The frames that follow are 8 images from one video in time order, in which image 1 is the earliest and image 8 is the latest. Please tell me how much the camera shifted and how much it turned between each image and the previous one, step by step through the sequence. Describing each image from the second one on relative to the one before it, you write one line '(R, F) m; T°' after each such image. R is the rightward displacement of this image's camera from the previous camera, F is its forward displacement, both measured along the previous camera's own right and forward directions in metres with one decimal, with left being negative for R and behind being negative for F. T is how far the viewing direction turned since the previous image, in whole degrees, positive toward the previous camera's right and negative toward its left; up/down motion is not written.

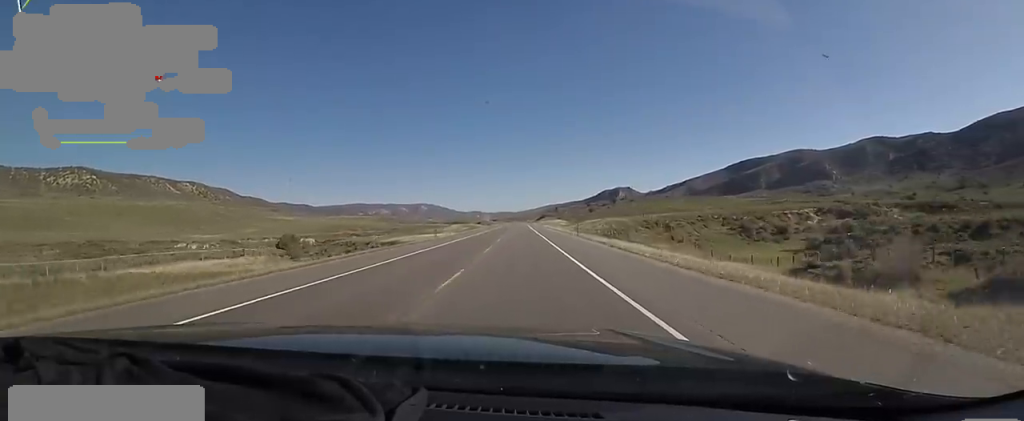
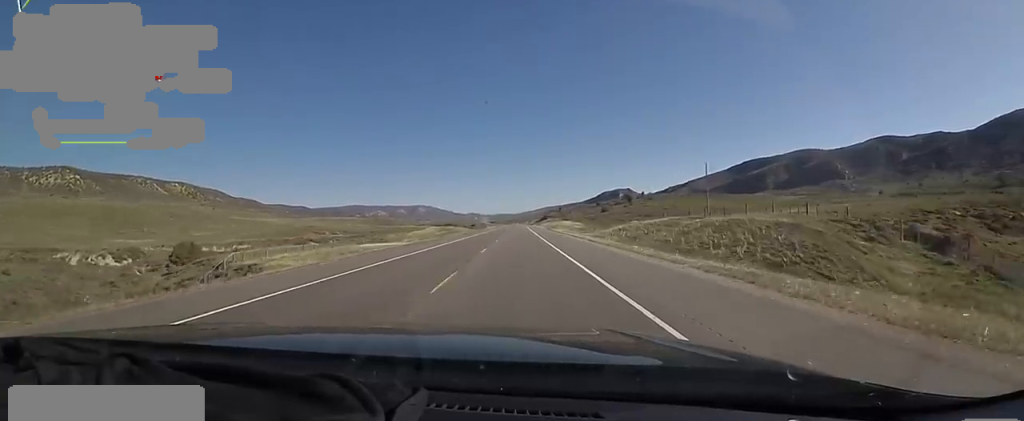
(+1.1, +49.3) m; +2°
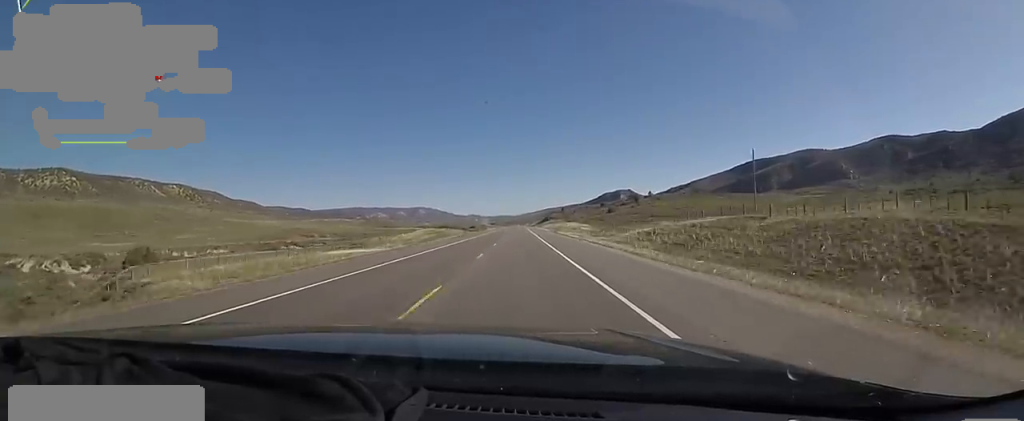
(+0.5, +14.6) m; 0°
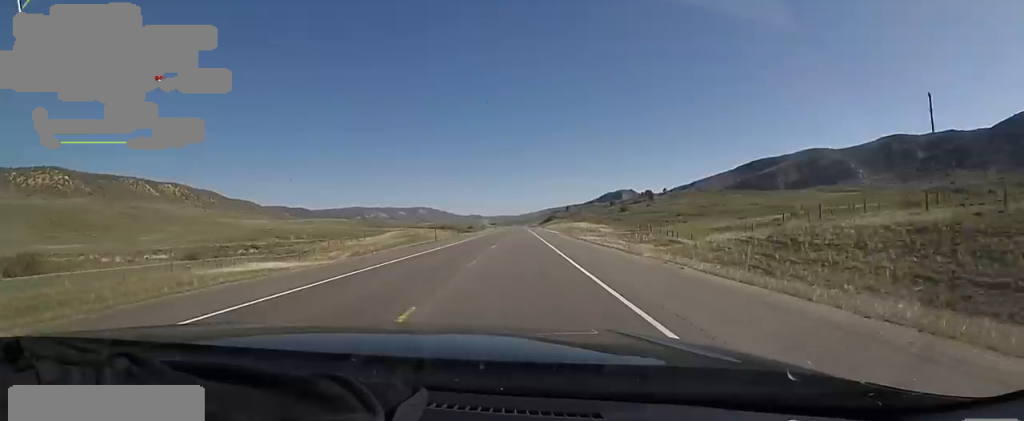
(-1.0, +26.9) m; 0°
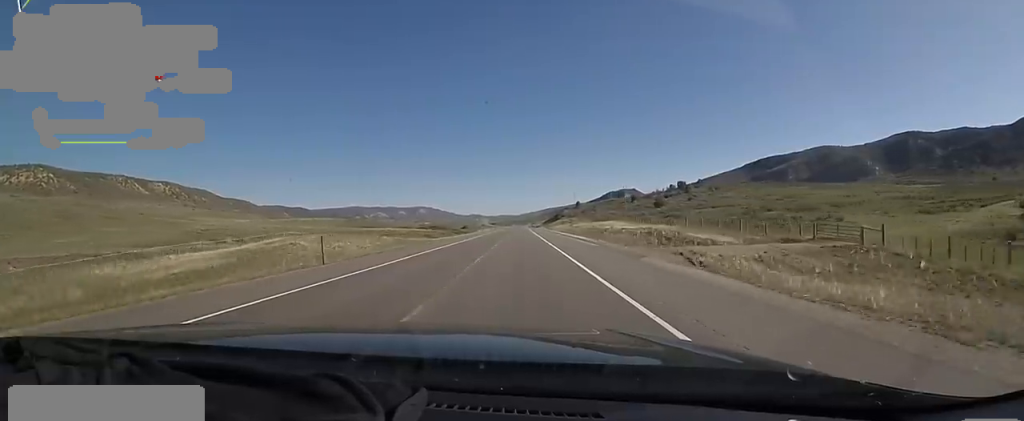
(+0.5, +48.3) m; -1°
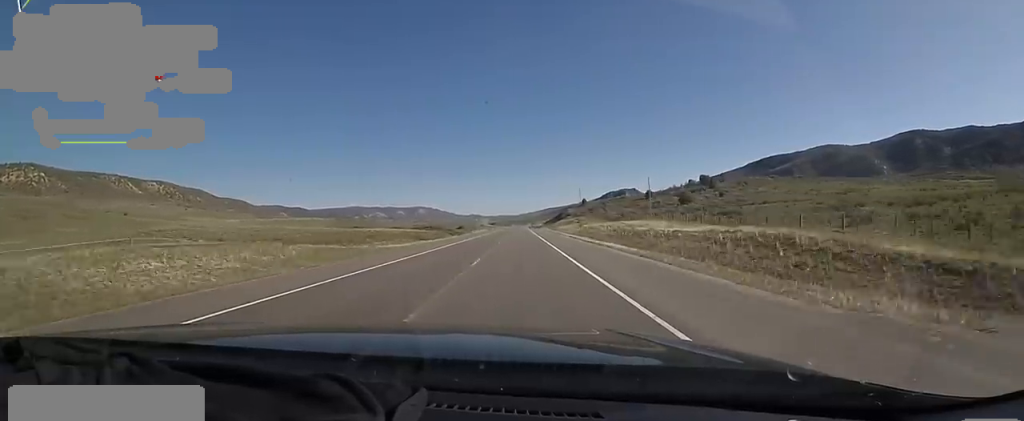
(-0.5, +24.6) m; -1°
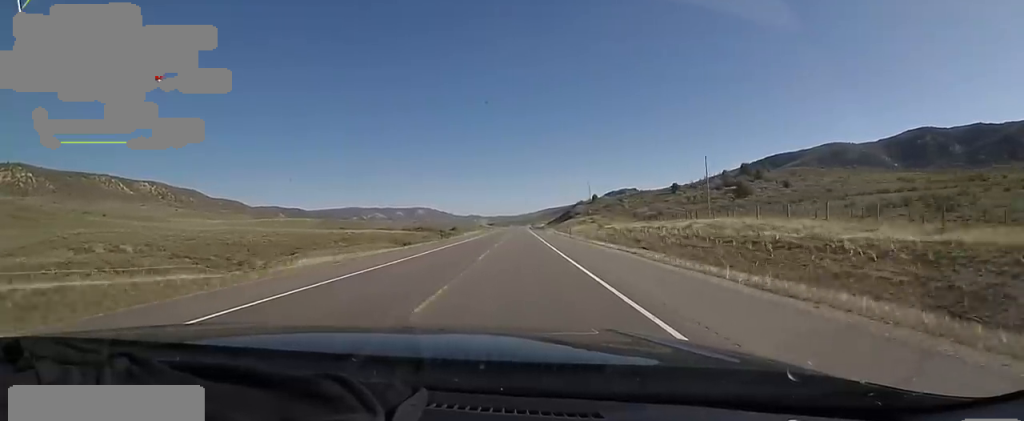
(+0.4, +32.5) m; +2°
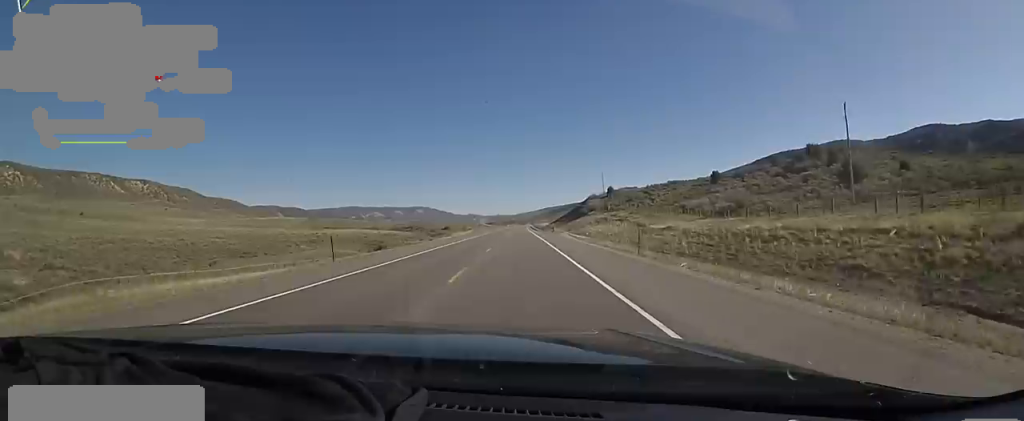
(+0.3, +32.1) m; -1°
